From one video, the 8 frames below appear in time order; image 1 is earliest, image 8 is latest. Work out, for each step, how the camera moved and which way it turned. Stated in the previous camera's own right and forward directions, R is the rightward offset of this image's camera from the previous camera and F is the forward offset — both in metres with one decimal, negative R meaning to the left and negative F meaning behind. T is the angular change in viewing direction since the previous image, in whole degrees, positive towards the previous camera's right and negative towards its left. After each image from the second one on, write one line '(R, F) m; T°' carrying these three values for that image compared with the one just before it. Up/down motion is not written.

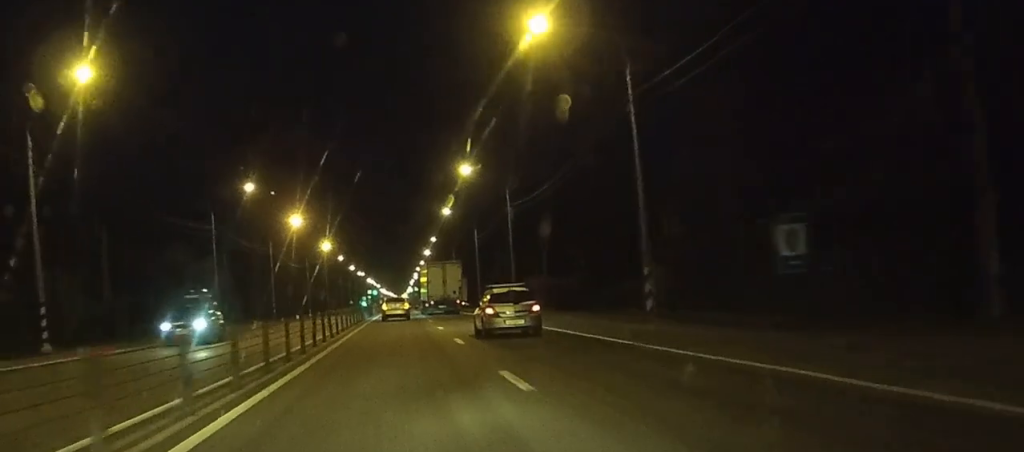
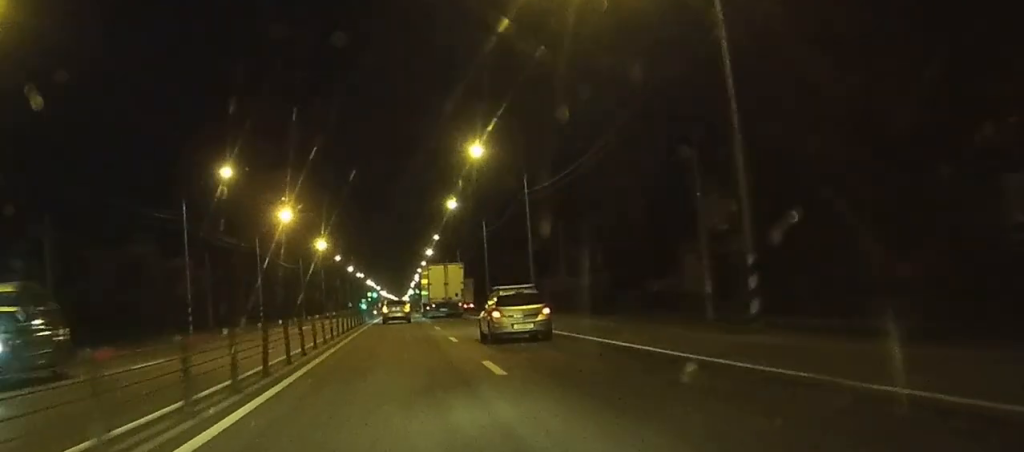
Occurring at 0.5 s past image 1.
(0.0, +9.2) m; 0°
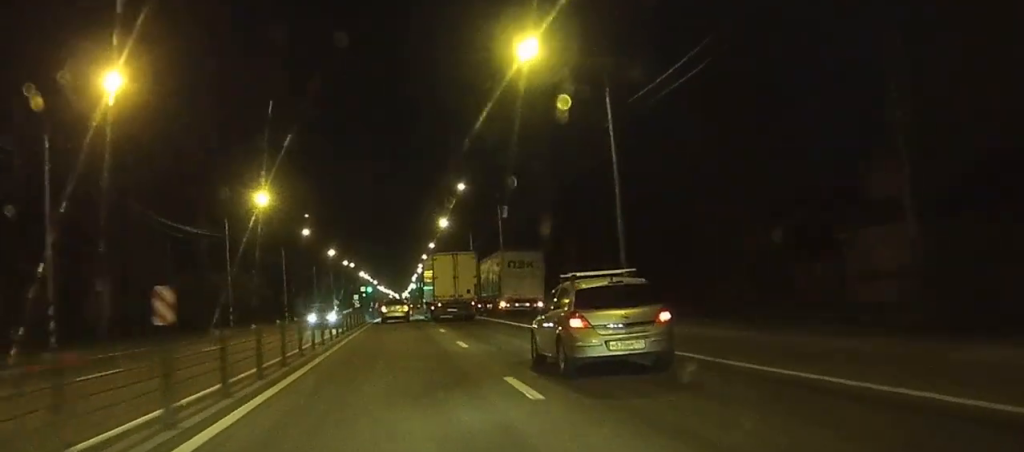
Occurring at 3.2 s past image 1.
(-0.5, +51.8) m; -1°
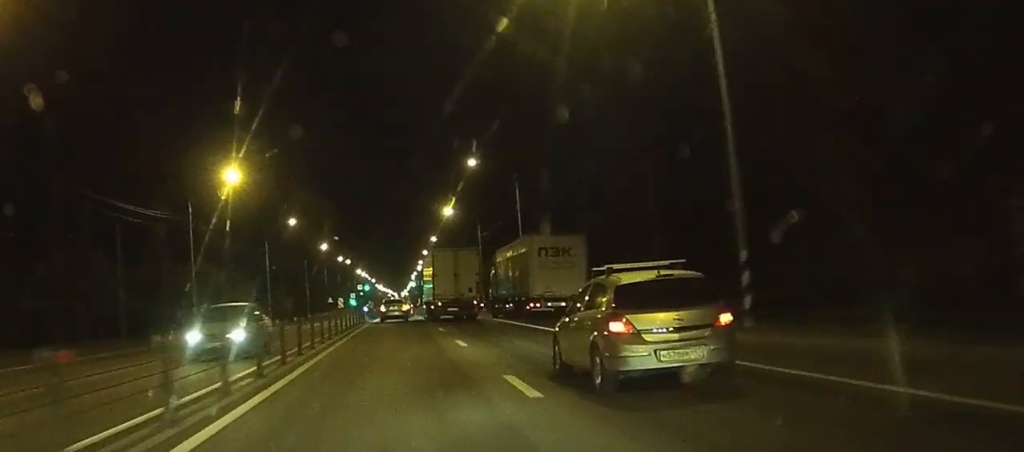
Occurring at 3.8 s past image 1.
(0.0, +12.0) m; 0°
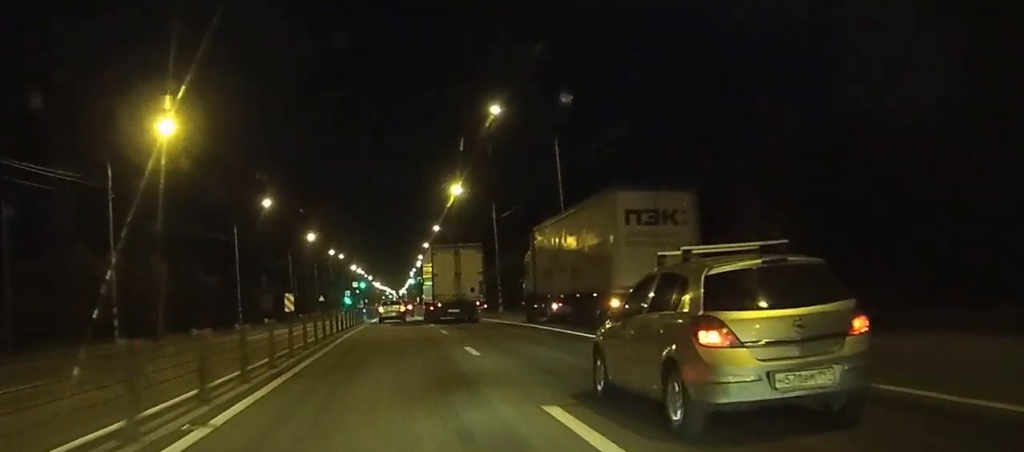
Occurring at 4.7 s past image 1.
(0.0, +16.3) m; 0°
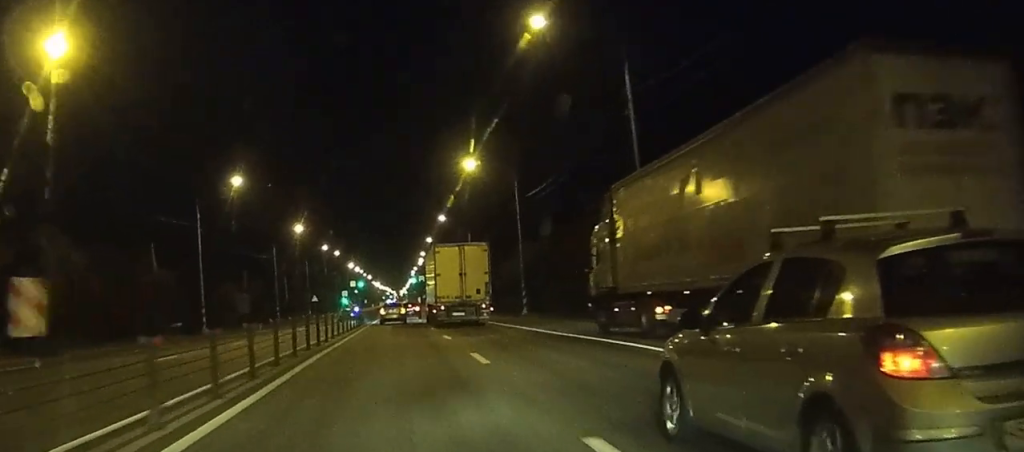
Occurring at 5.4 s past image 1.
(0.0, +14.4) m; 0°
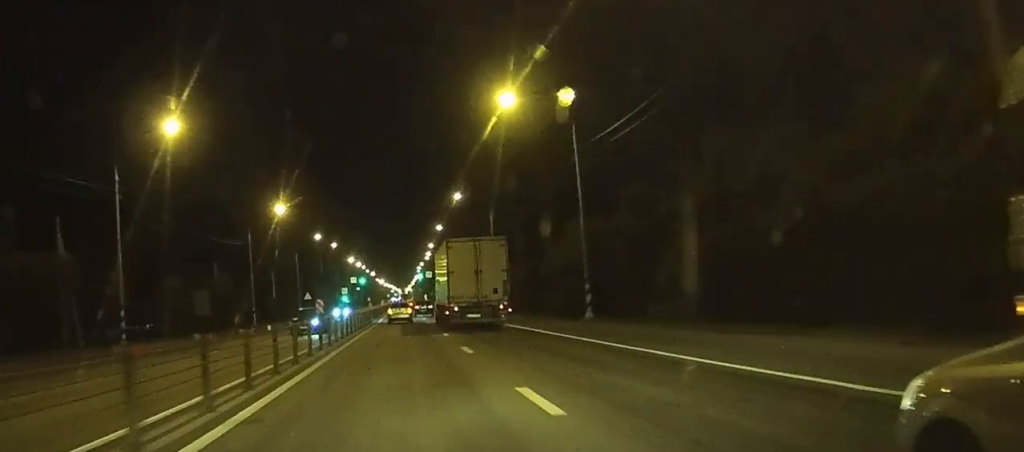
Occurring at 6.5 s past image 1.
(0.0, +19.3) m; 0°
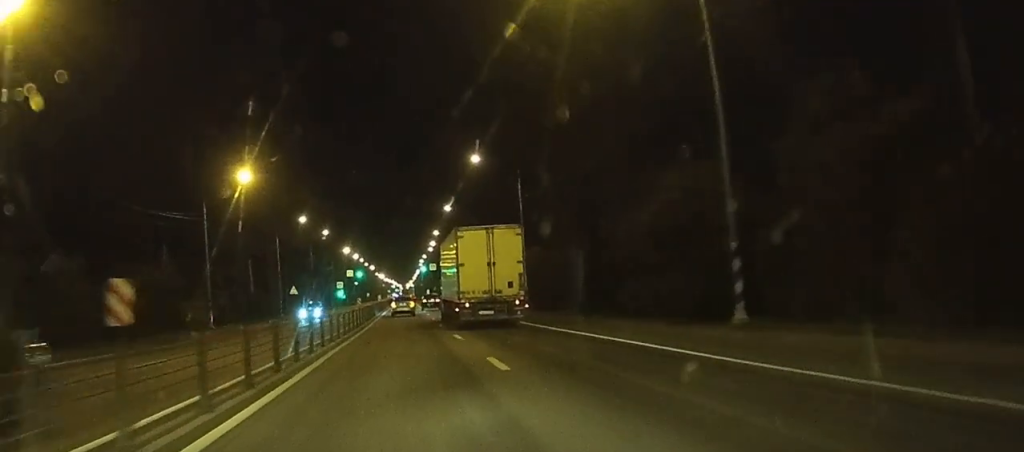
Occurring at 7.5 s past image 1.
(0.0, +18.7) m; 0°
